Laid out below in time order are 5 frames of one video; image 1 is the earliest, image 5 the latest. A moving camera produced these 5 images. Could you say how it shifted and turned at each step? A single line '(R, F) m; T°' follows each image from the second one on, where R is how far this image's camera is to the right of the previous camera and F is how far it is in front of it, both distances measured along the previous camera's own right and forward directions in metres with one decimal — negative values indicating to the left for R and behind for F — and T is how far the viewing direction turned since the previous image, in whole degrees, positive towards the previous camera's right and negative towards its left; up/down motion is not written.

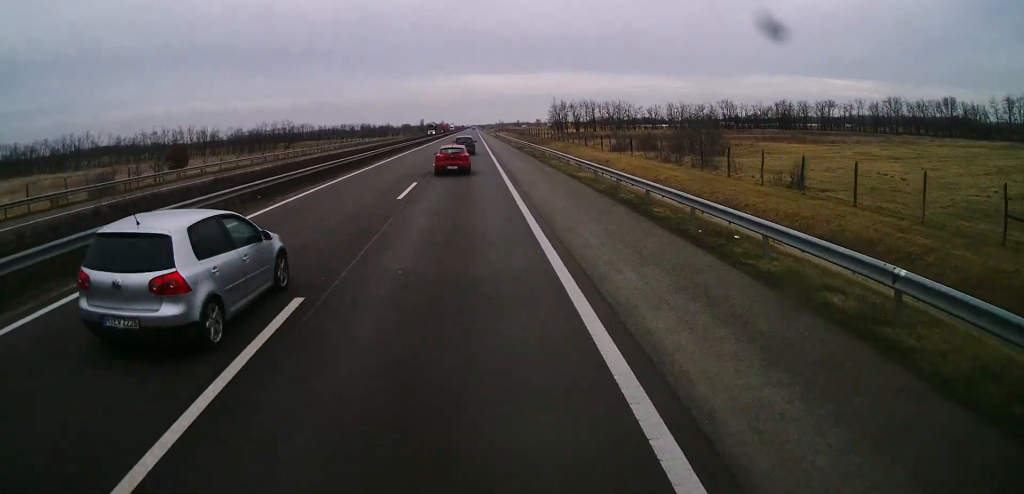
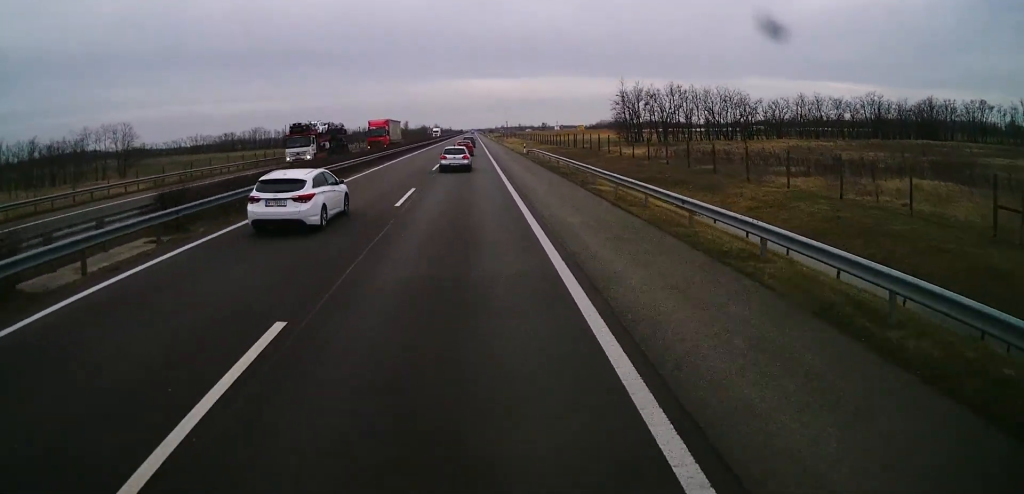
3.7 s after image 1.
(0.0, +91.9) m; 0°
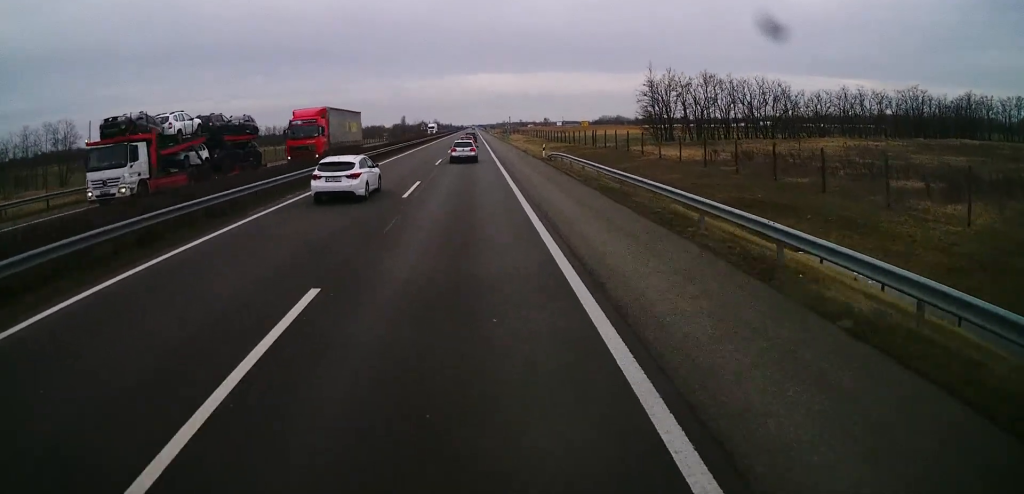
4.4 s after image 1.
(-0.1, +16.5) m; 0°
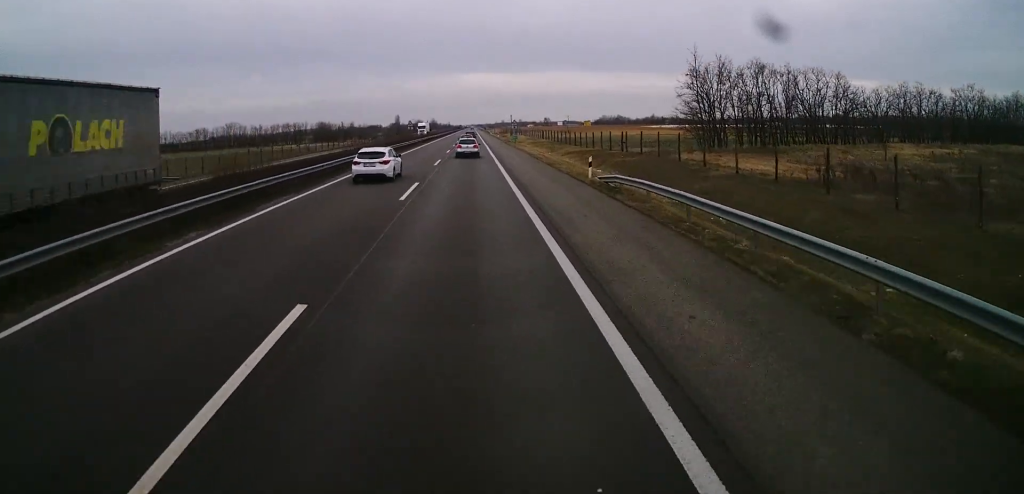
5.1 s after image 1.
(0.0, +19.0) m; 0°
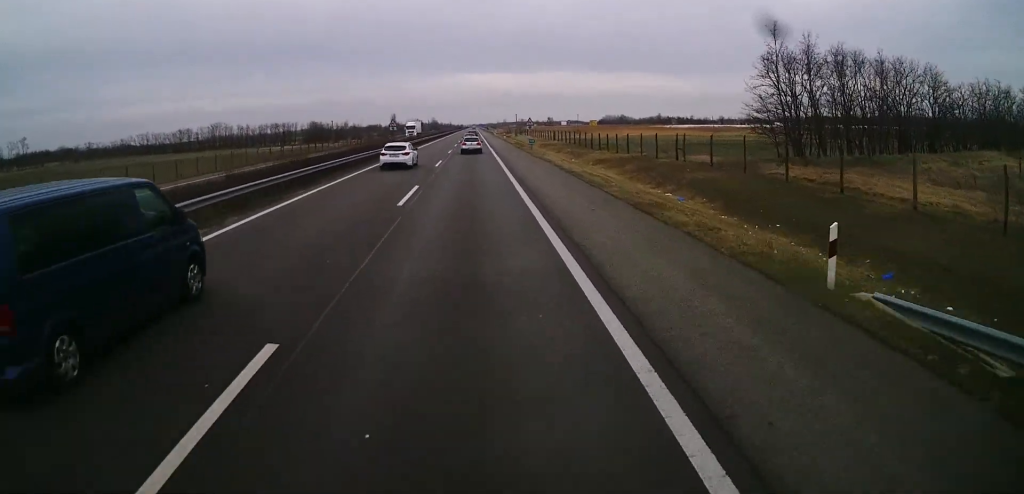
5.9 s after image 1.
(0.0, +19.8) m; 0°
